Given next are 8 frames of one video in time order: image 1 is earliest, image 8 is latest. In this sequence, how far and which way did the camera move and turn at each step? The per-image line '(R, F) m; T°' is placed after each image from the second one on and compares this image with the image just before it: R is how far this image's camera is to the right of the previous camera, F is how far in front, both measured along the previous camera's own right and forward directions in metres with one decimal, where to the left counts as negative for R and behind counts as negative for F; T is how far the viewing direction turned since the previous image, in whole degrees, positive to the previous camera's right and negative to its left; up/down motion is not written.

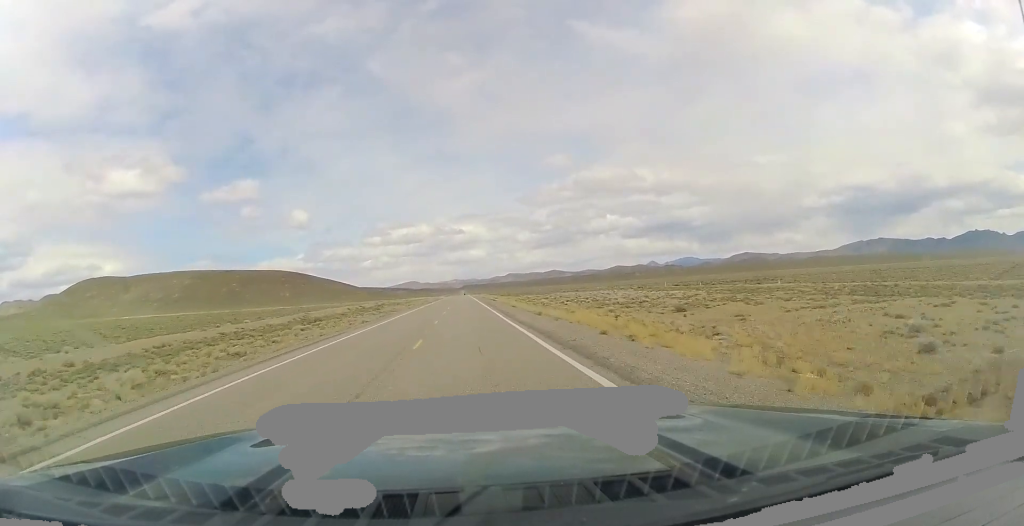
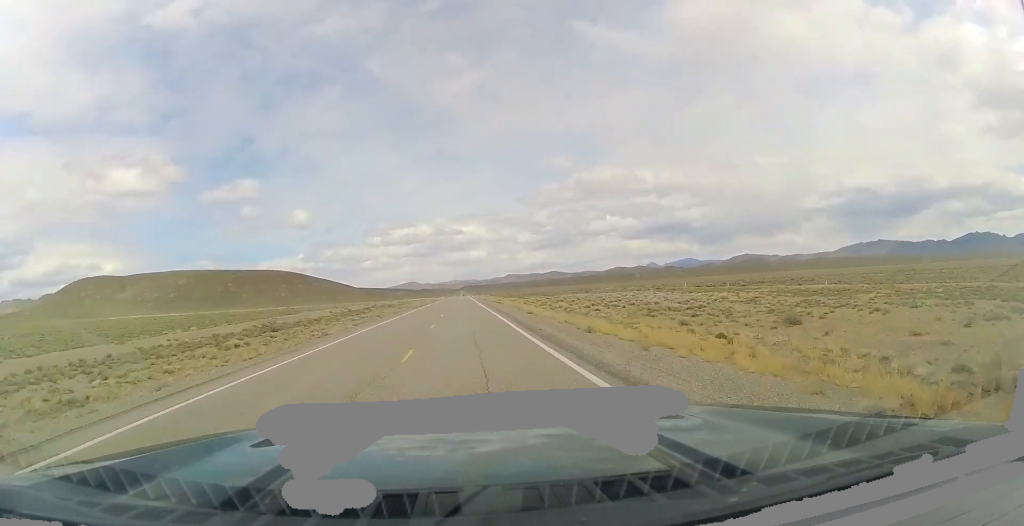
(-0.2, +15.2) m; 0°
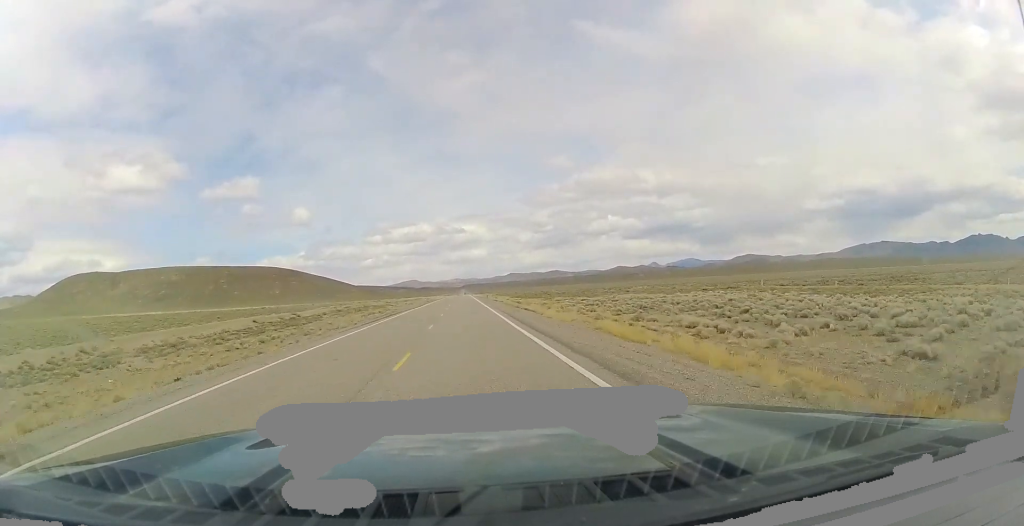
(+0.3, +38.4) m; 0°
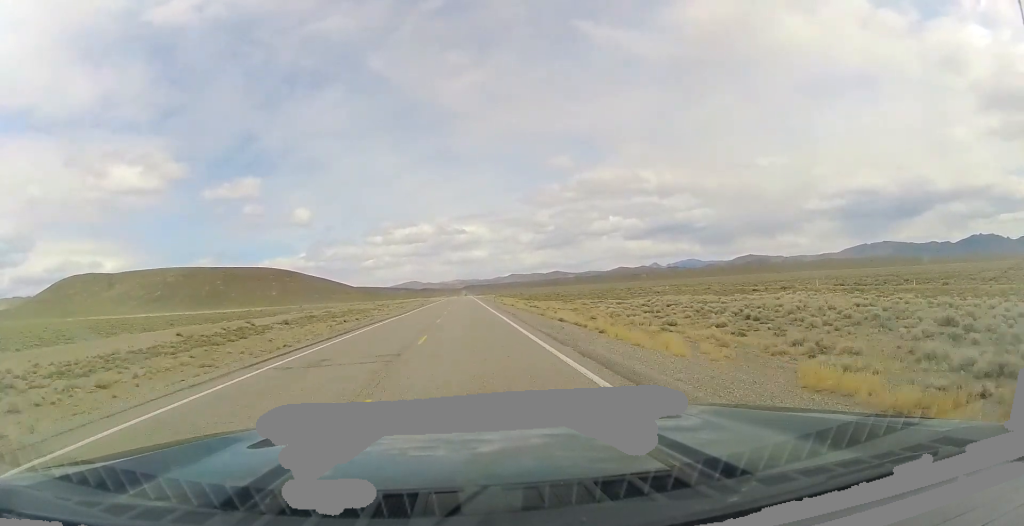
(0.0, +18.5) m; 0°
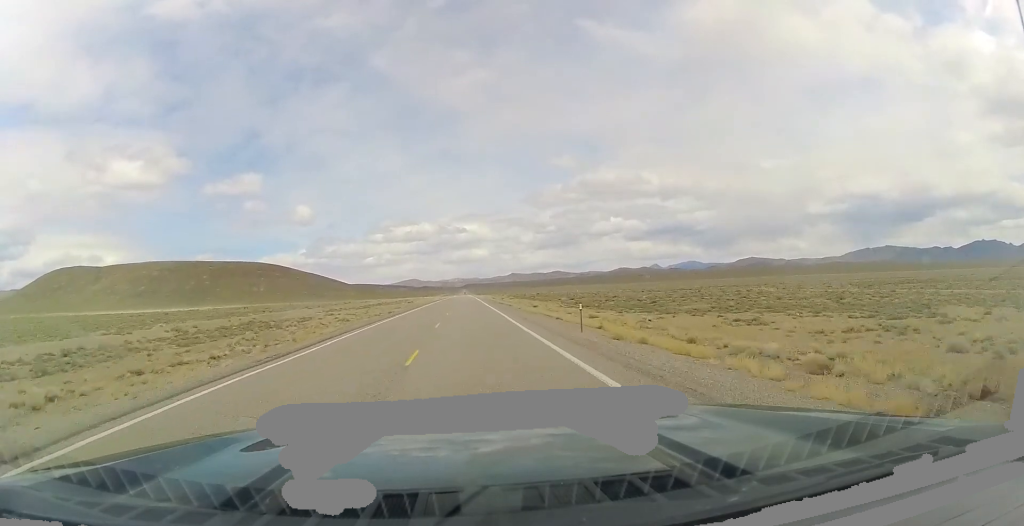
(-0.1, +55.4) m; 0°
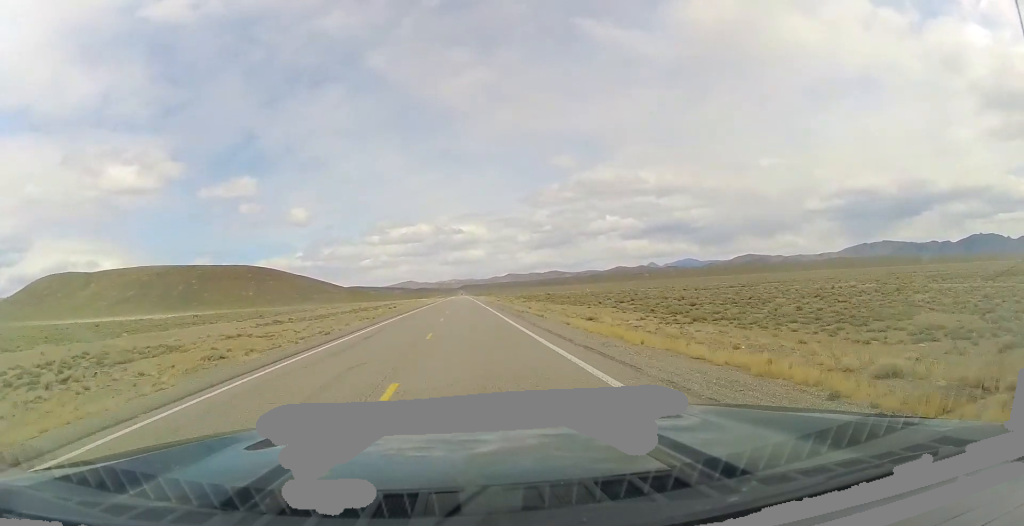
(0.0, +30.0) m; 0°
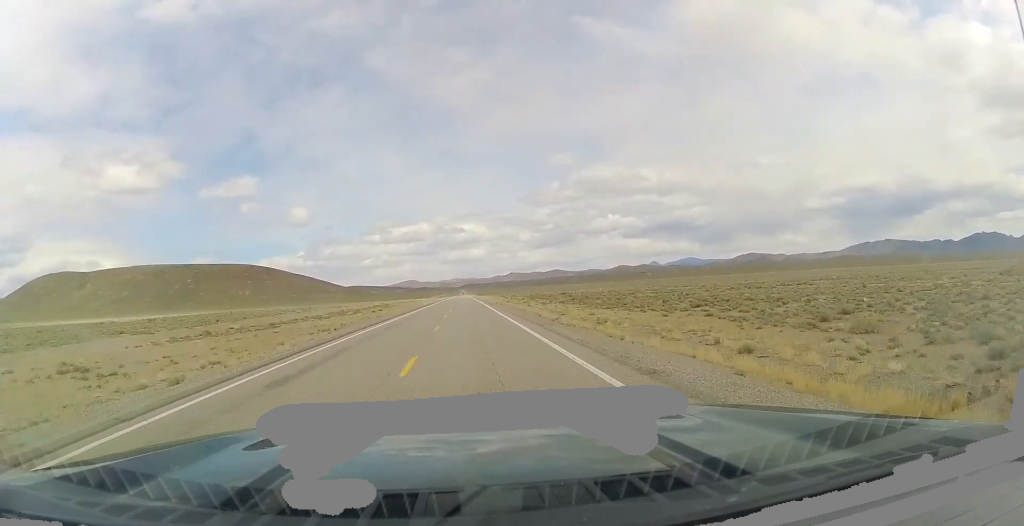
(0.0, +20.7) m; 0°
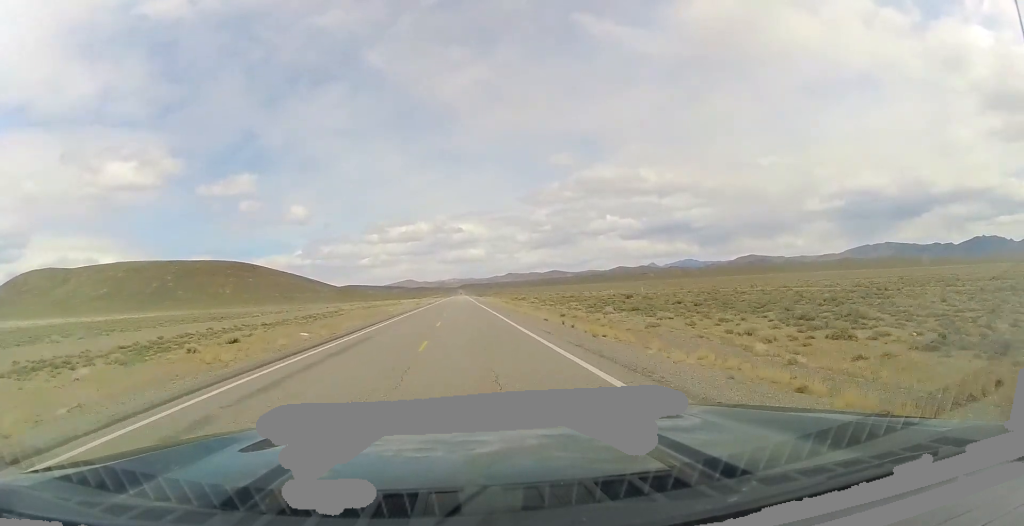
(0.0, +56.5) m; 0°
